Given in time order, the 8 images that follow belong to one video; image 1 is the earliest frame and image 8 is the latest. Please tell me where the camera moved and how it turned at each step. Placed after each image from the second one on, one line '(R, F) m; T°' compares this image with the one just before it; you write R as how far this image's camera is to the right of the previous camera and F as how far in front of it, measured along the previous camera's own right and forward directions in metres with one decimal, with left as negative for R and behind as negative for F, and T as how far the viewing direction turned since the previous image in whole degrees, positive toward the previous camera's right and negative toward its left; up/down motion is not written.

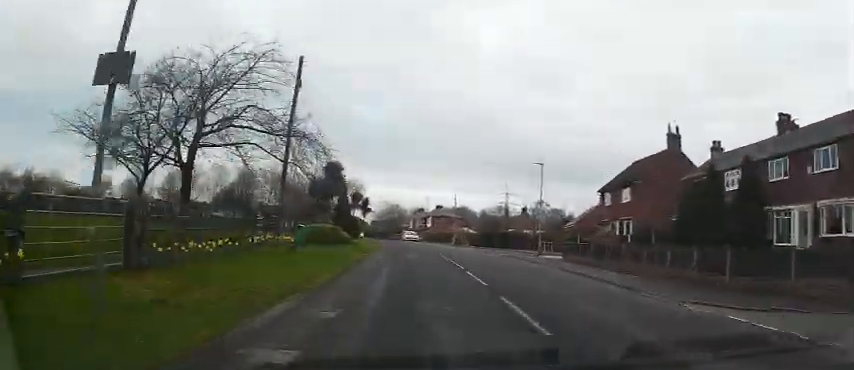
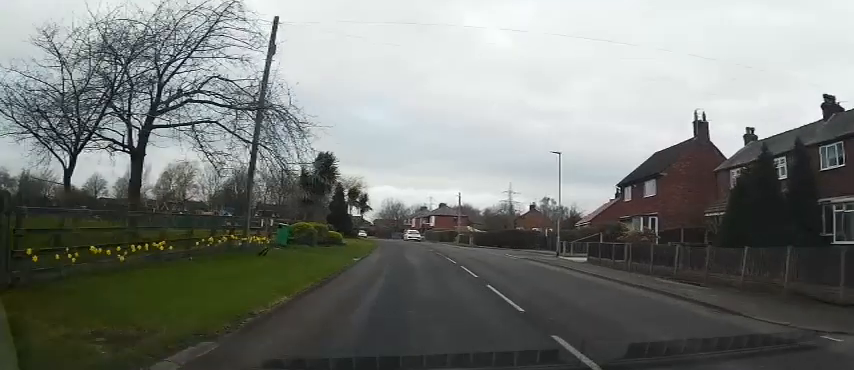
(0.0, +4.0) m; 0°
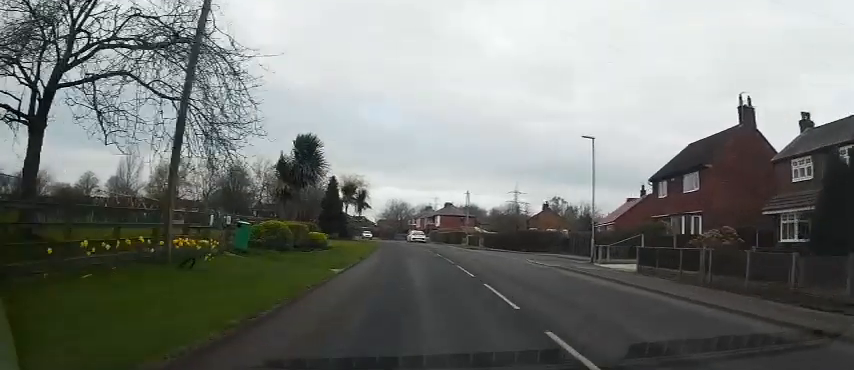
(+0.2, +5.5) m; 0°
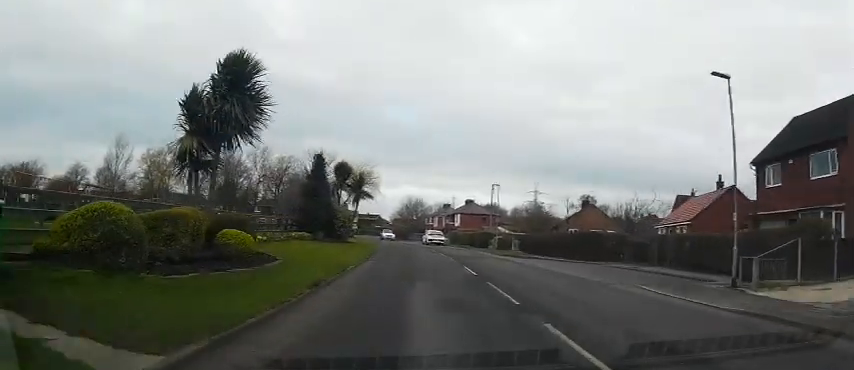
(-0.2, +11.6) m; 0°
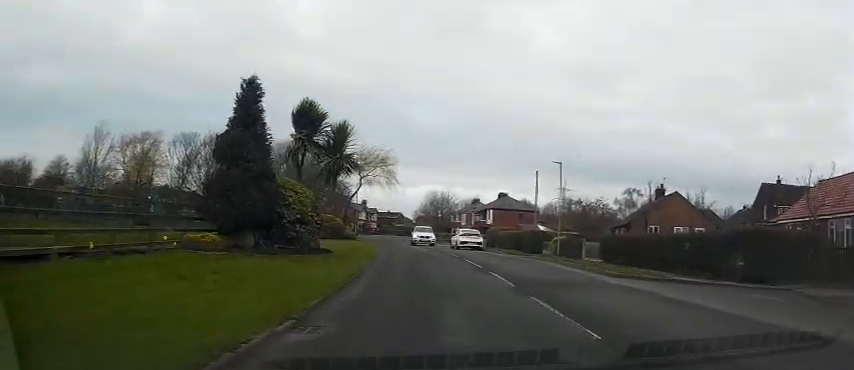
(0.0, +15.1) m; -2°
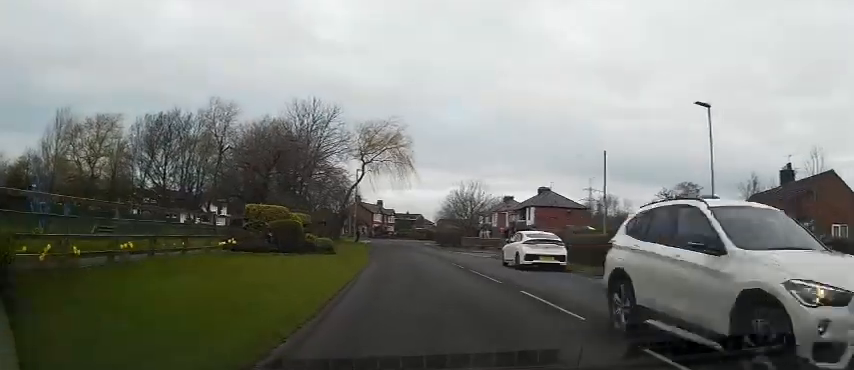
(-0.5, +16.3) m; -5°
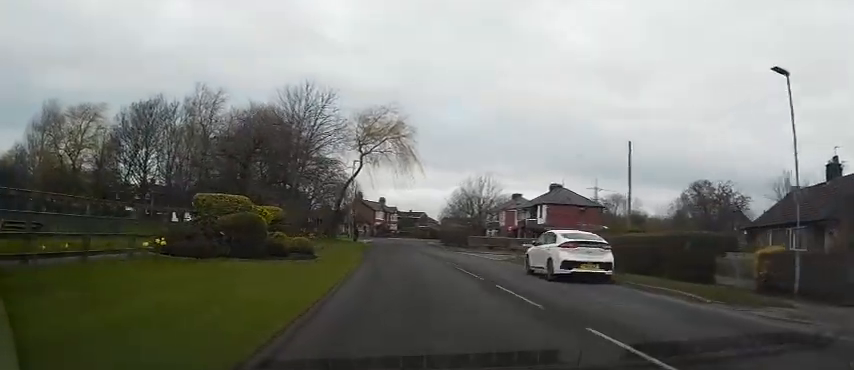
(-0.1, +4.5) m; -2°
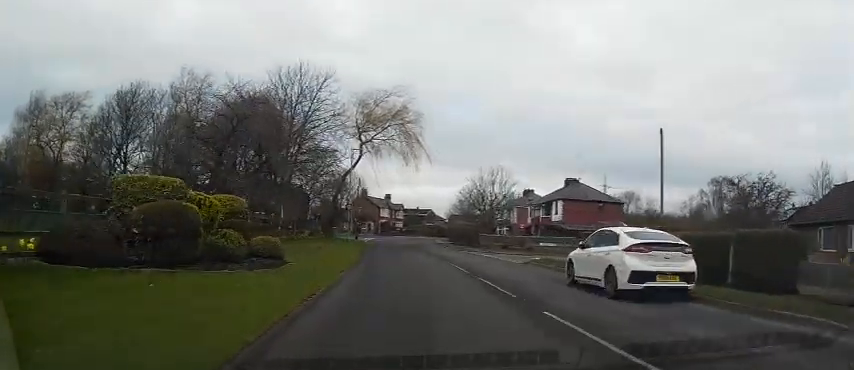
(-0.1, +4.5) m; -2°
